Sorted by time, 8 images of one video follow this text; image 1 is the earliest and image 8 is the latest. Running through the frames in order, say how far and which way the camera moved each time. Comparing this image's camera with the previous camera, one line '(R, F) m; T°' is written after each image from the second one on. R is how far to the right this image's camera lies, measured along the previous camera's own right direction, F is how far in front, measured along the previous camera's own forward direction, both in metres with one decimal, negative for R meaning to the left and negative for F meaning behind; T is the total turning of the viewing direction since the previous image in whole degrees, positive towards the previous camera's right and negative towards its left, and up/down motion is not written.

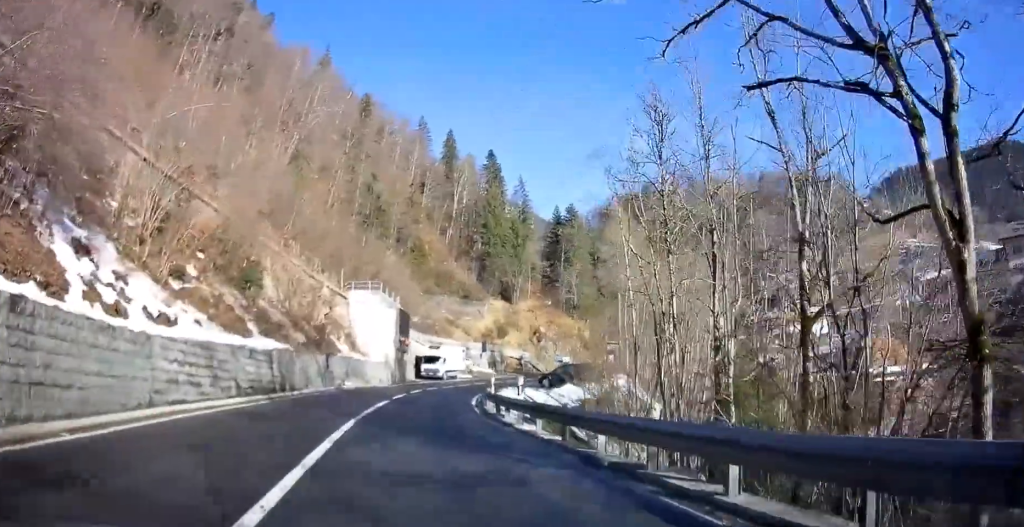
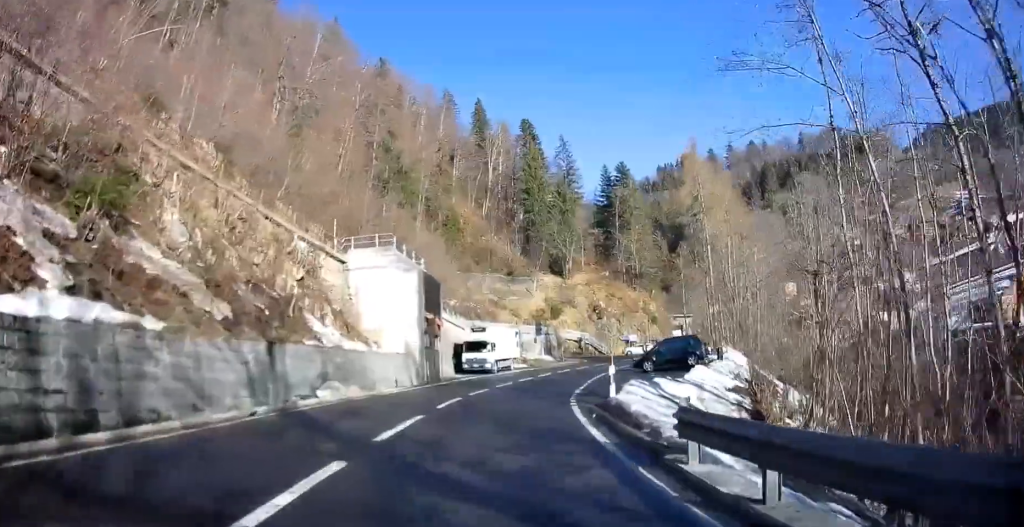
(-0.6, +17.0) m; -4°
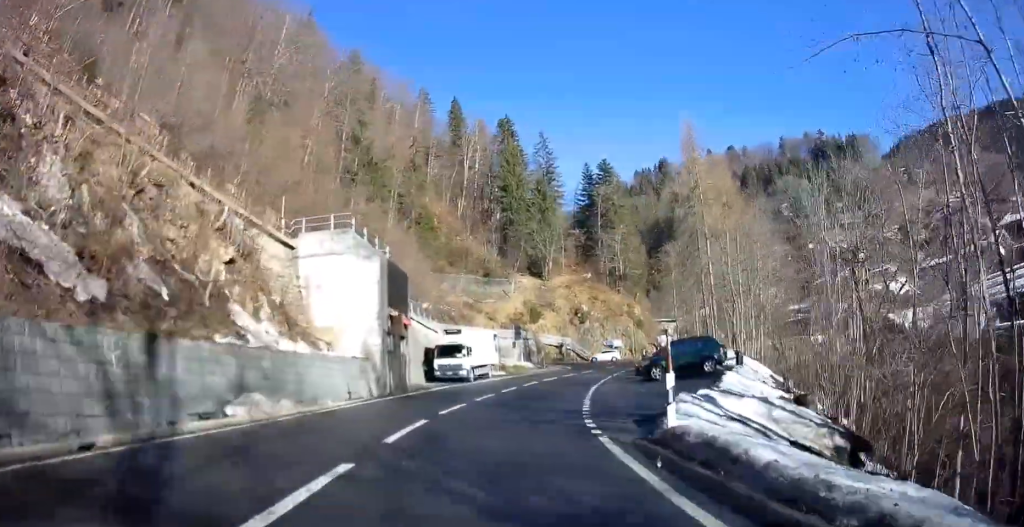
(-0.3, +5.7) m; 0°
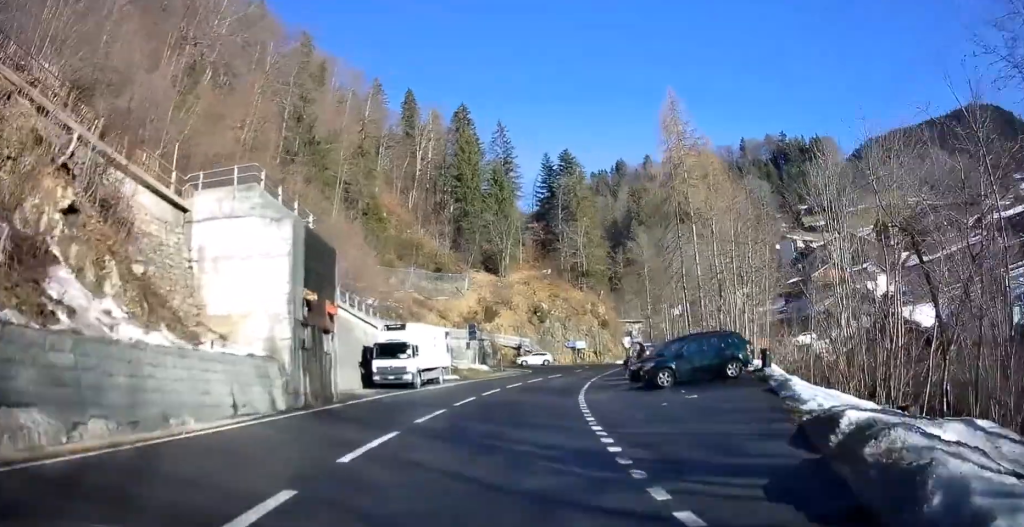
(+0.4, +7.5) m; +4°
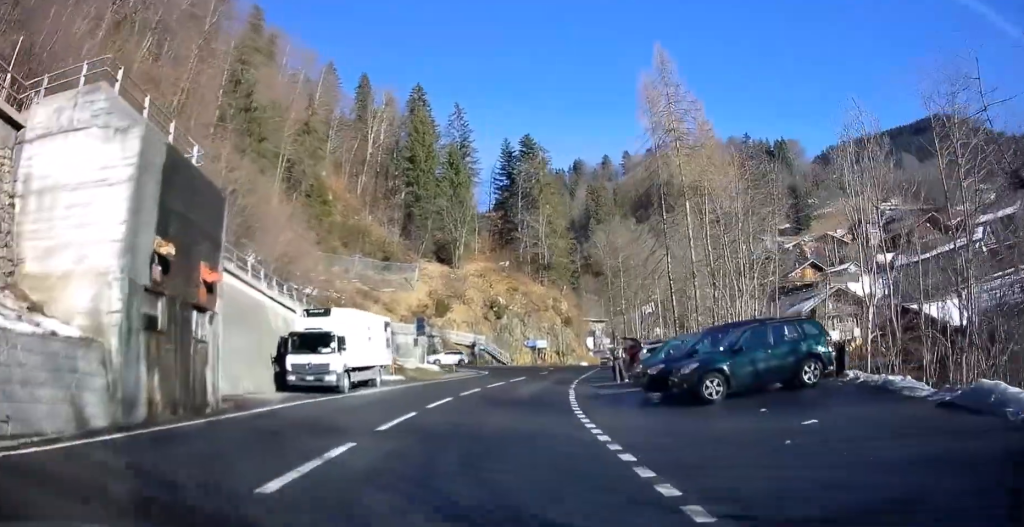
(+0.3, +7.4) m; +4°
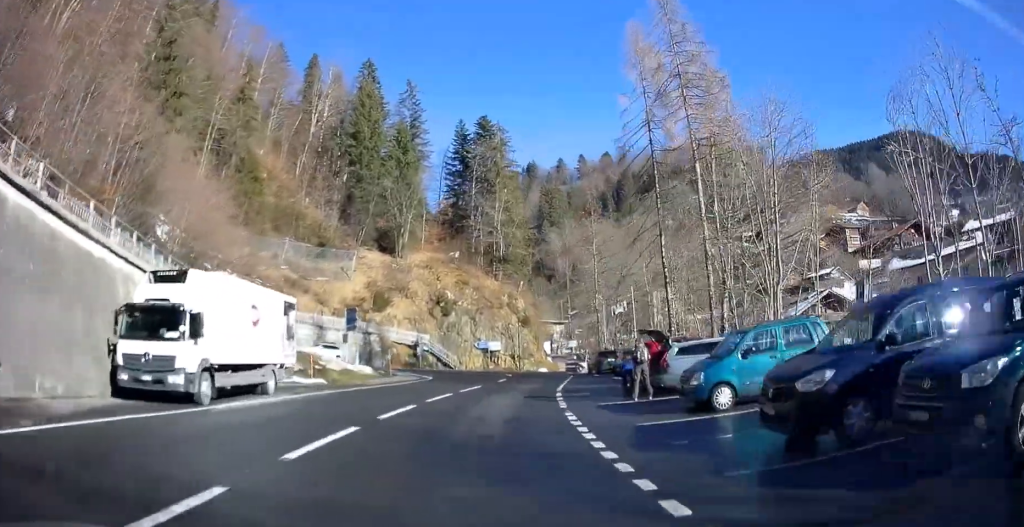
(+0.4, +9.9) m; +5°
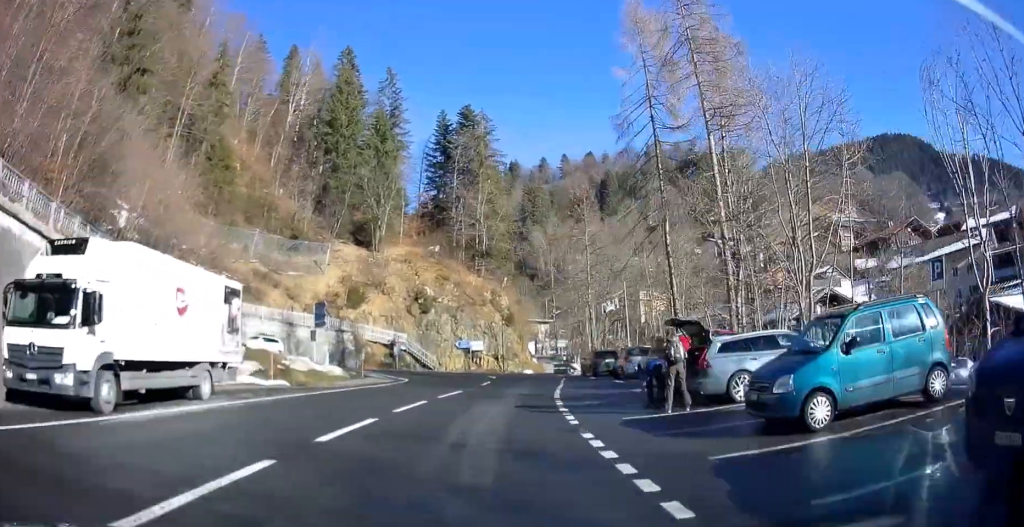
(0.0, +4.4) m; +2°
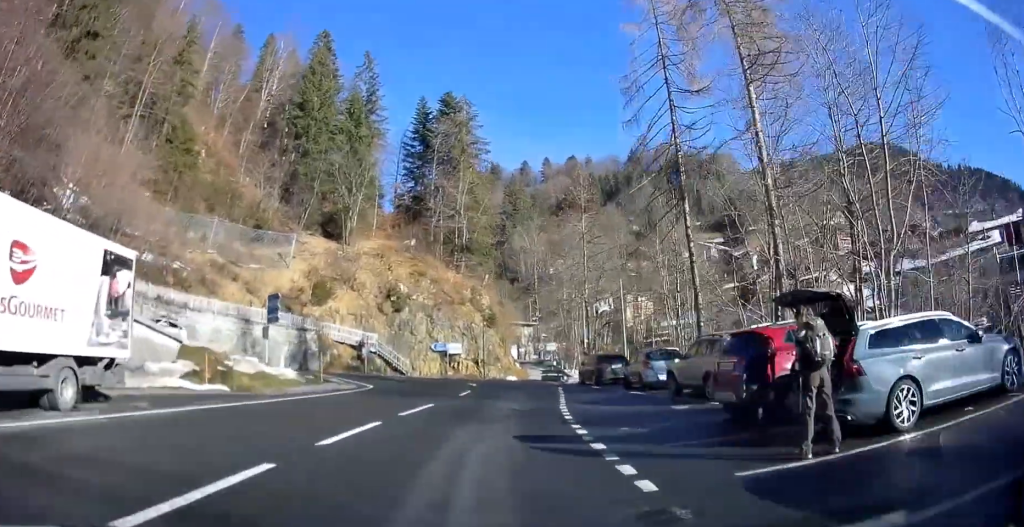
(+0.2, +5.8) m; +1°
